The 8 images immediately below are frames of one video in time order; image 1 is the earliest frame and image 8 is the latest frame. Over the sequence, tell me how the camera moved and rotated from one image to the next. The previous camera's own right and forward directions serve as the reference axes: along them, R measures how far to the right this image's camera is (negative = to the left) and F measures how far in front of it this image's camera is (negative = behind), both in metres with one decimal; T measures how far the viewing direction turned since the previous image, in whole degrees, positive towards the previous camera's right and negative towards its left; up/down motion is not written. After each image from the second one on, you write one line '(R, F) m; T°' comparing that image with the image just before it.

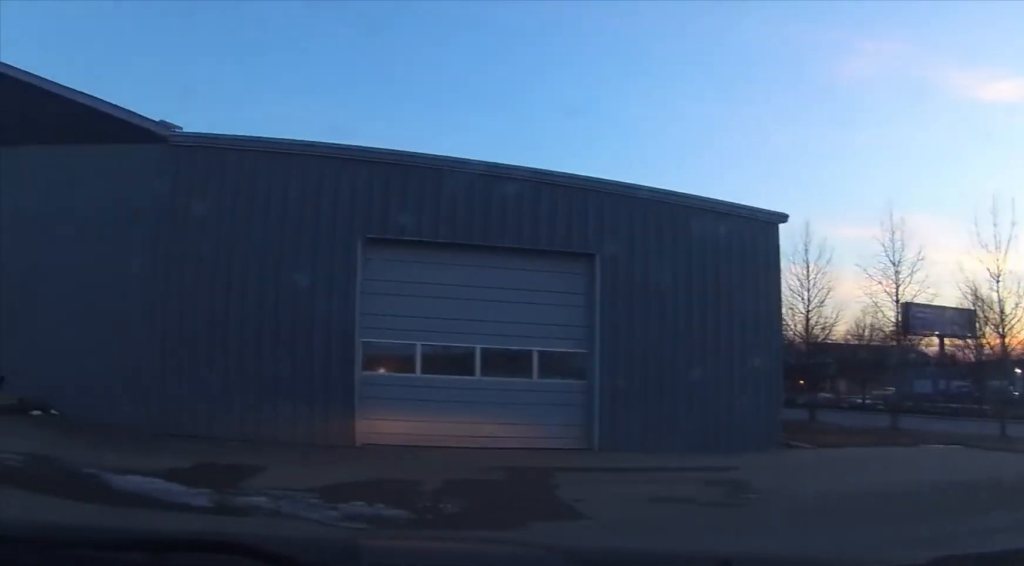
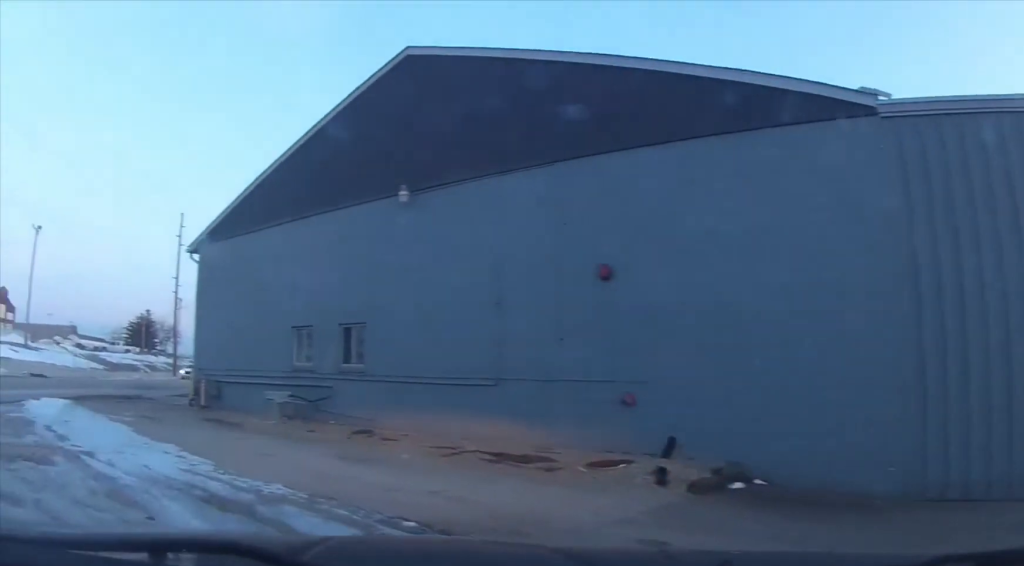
(-2.0, +7.4) m; -5°
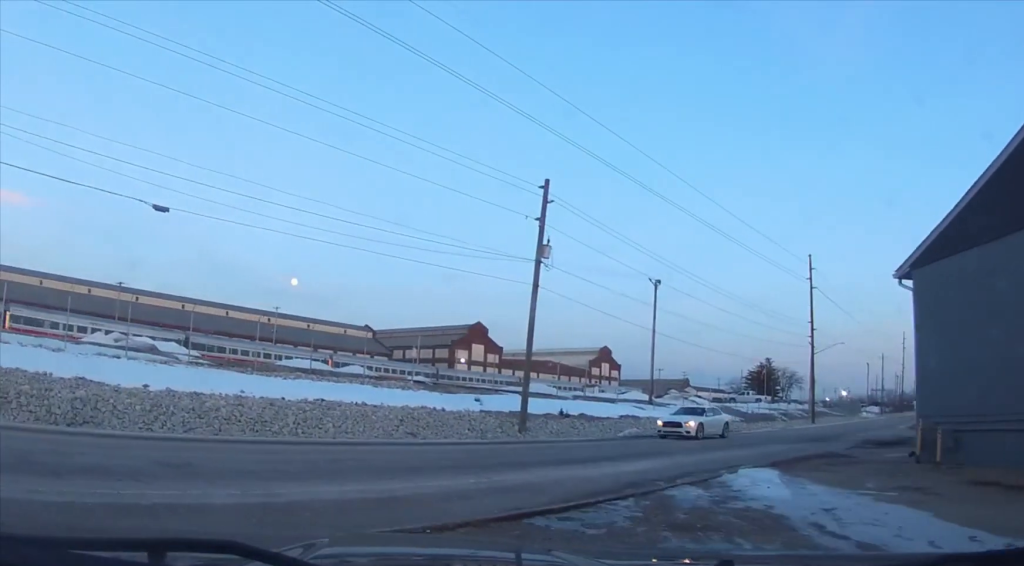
(+4.0, +4.5) m; +62°
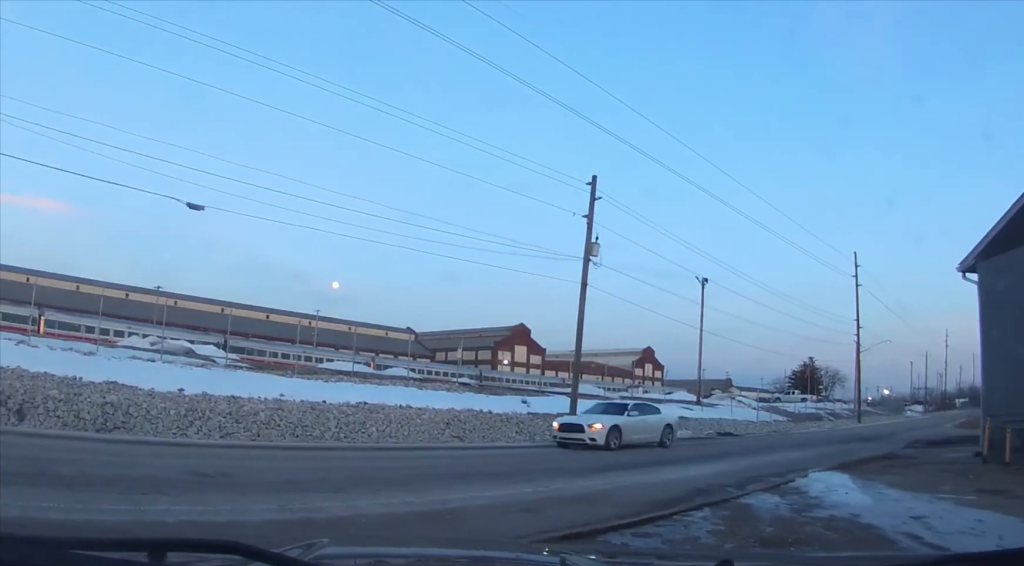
(-0.3, +1.1) m; 0°
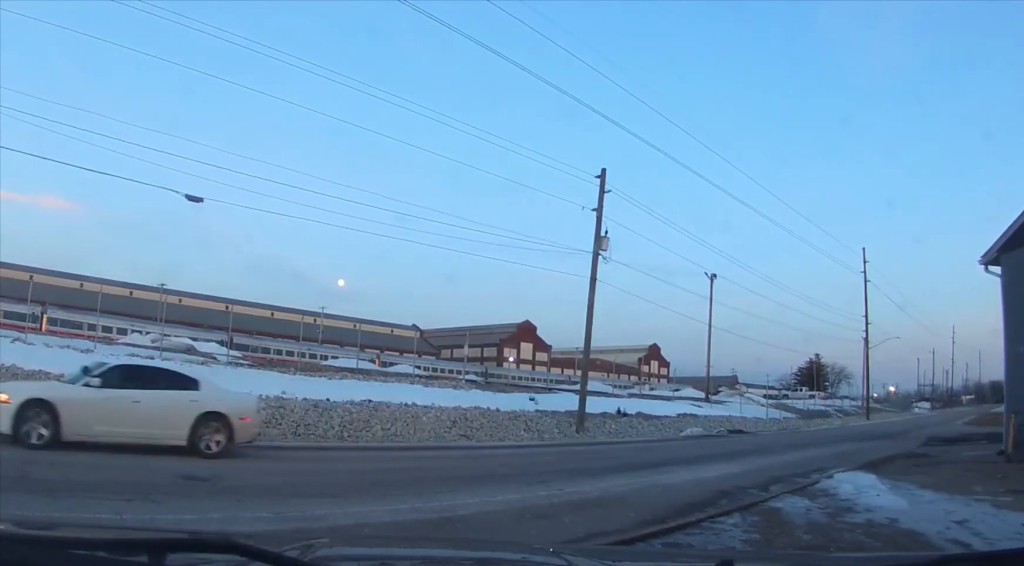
(-0.2, +0.7) m; 0°
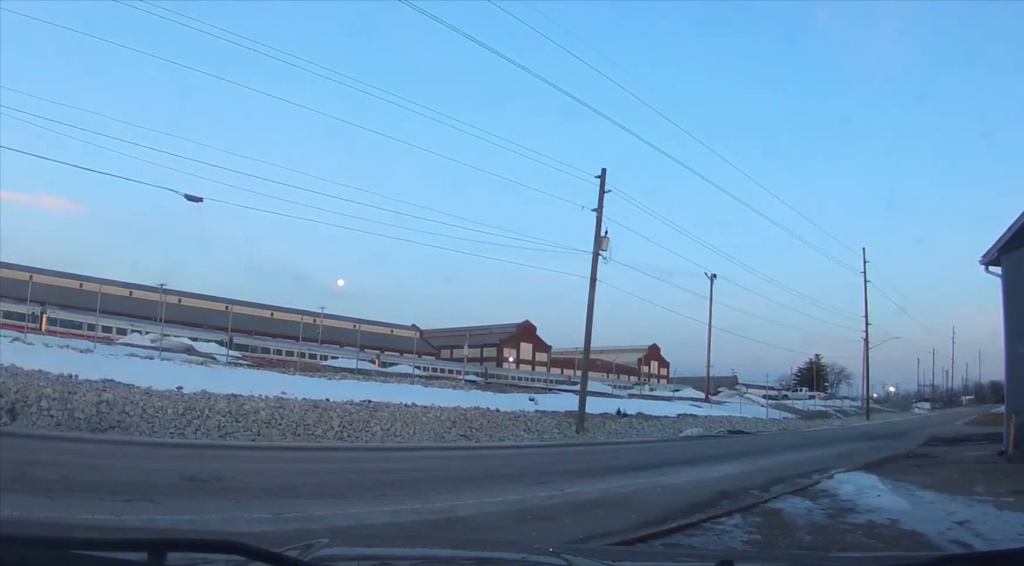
(0.0, +0.1) m; 0°
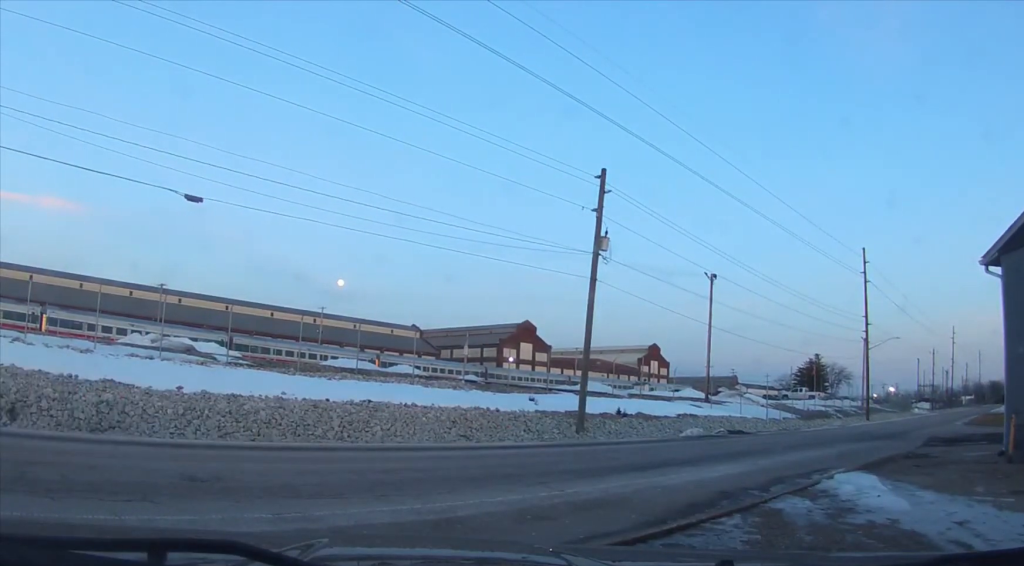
(0.0, +0.1) m; 0°
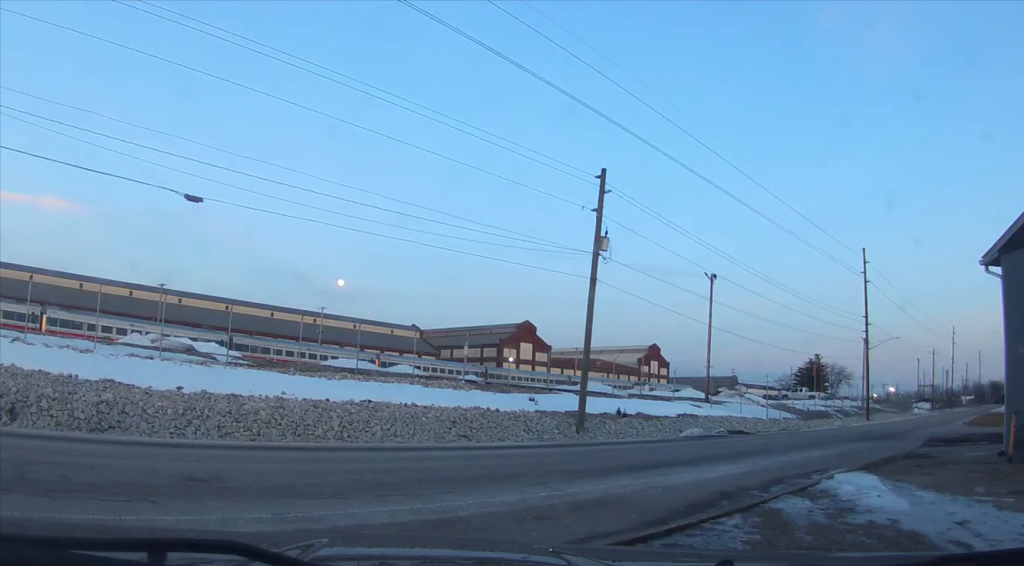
(0.0, 0.0) m; 0°
